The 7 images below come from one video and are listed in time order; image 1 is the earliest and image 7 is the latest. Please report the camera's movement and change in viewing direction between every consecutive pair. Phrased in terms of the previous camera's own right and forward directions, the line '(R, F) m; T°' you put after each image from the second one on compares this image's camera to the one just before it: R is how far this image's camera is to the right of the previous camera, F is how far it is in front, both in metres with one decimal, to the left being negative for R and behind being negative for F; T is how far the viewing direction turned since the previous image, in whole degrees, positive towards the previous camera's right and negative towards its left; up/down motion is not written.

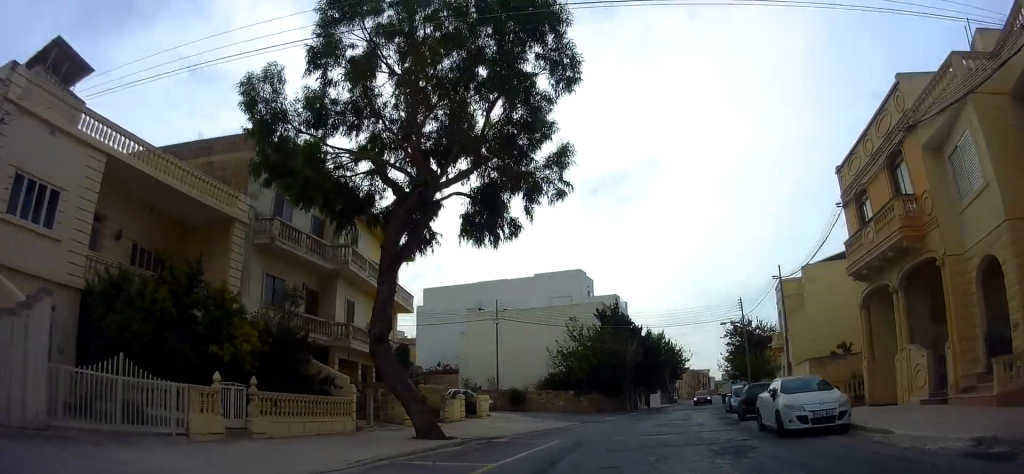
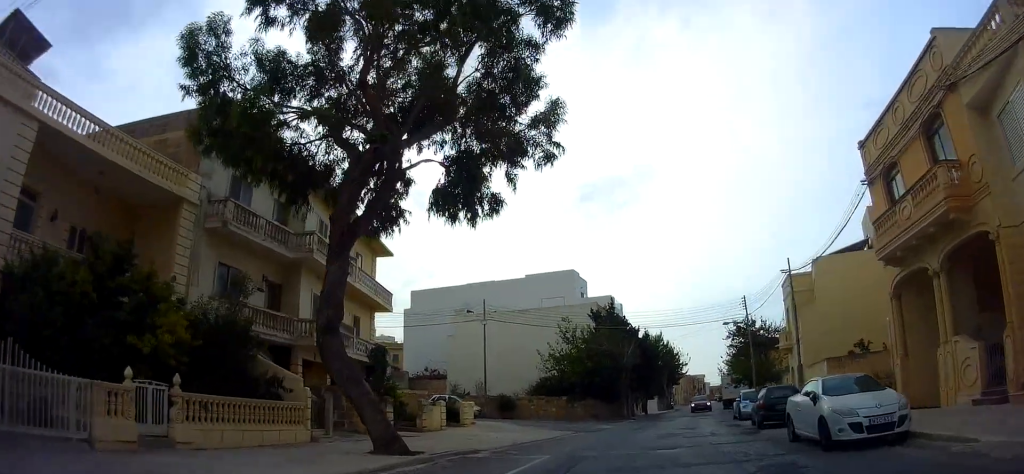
(-0.1, +2.9) m; +3°
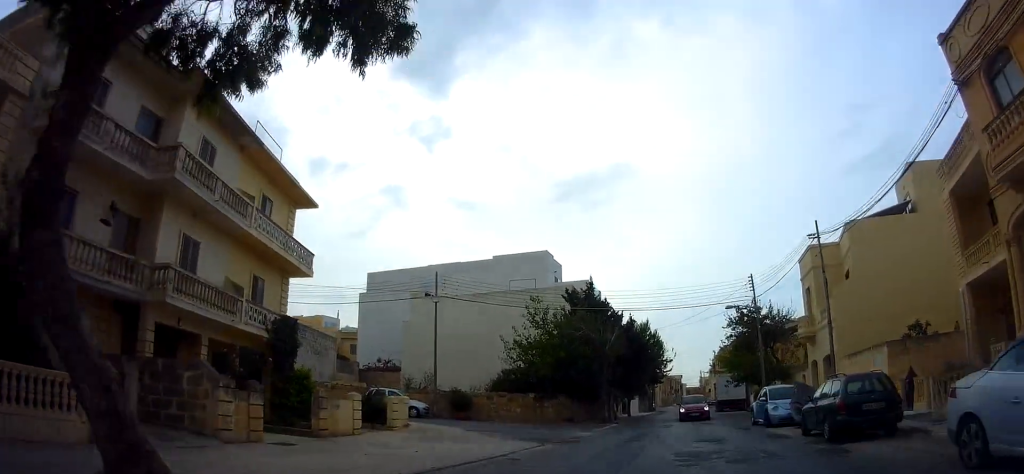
(+0.7, +7.3) m; +3°
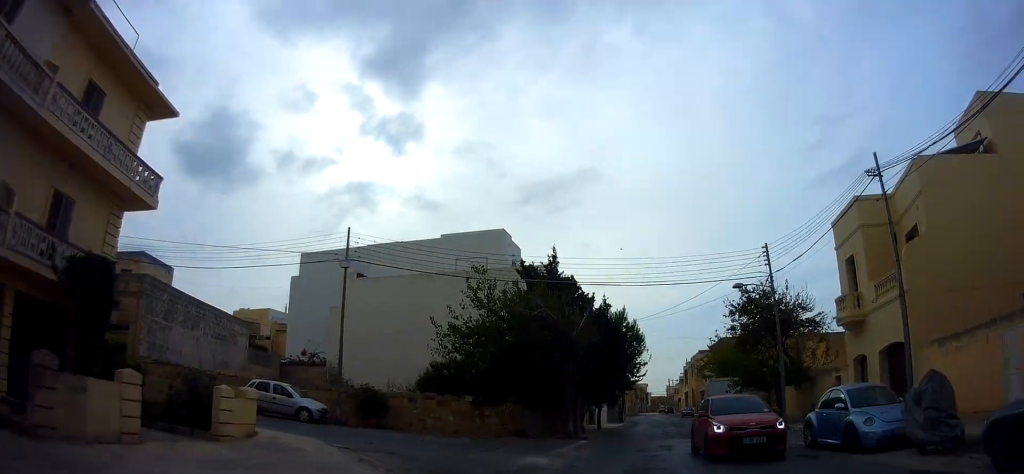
(-0.3, +8.7) m; +1°
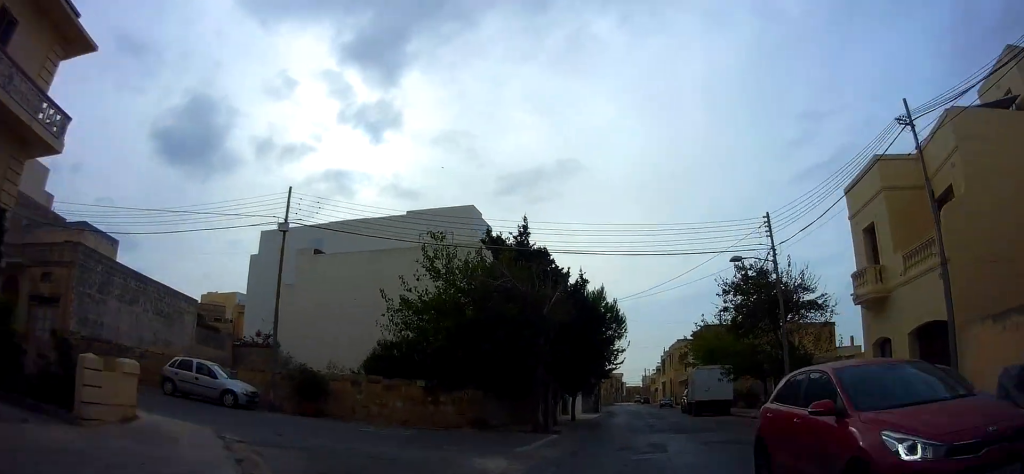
(+0.2, +3.5) m; +2°
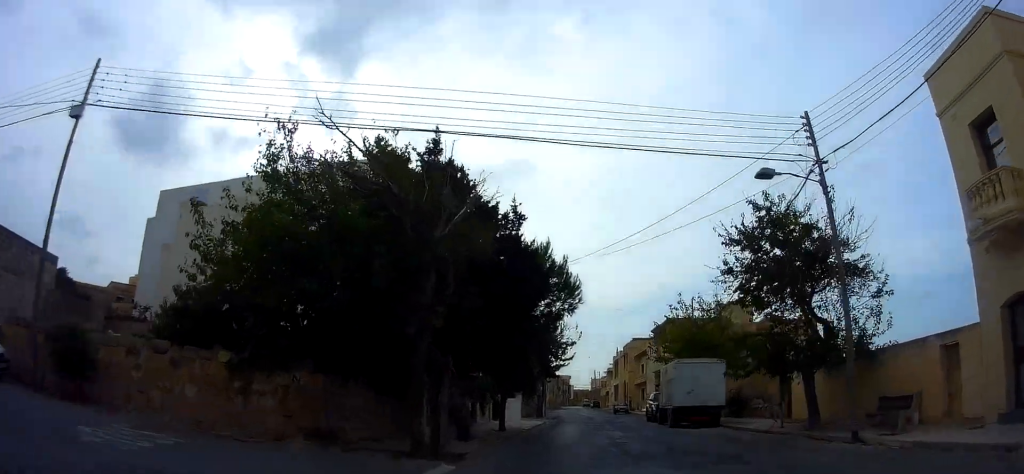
(+0.3, +8.8) m; +4°
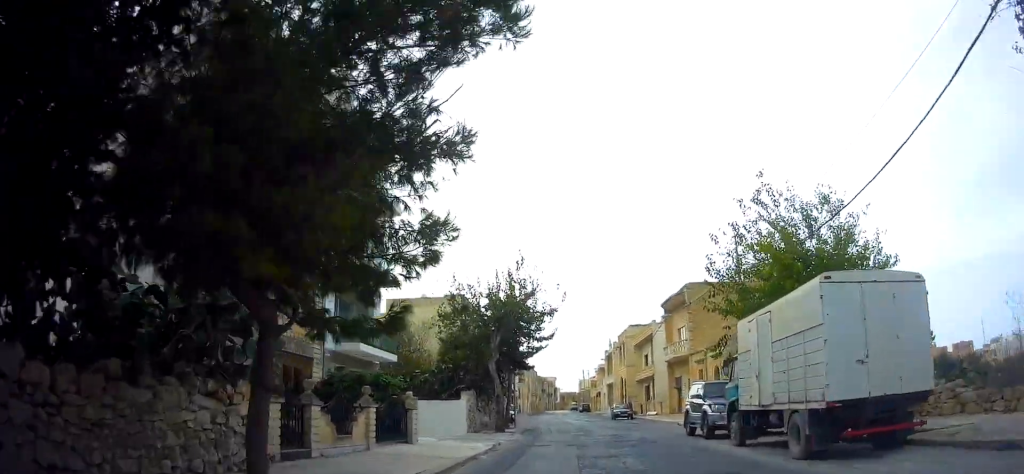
(+2.0, +14.9) m; +8°
